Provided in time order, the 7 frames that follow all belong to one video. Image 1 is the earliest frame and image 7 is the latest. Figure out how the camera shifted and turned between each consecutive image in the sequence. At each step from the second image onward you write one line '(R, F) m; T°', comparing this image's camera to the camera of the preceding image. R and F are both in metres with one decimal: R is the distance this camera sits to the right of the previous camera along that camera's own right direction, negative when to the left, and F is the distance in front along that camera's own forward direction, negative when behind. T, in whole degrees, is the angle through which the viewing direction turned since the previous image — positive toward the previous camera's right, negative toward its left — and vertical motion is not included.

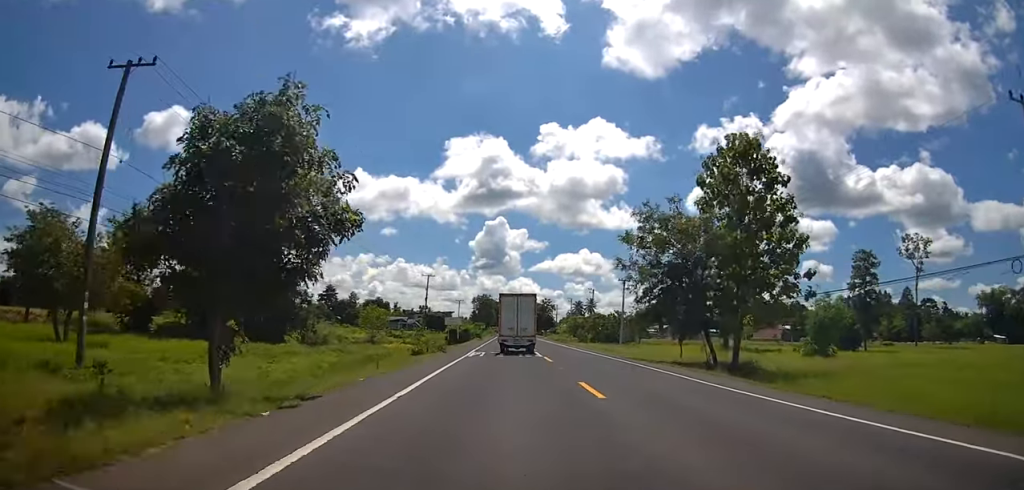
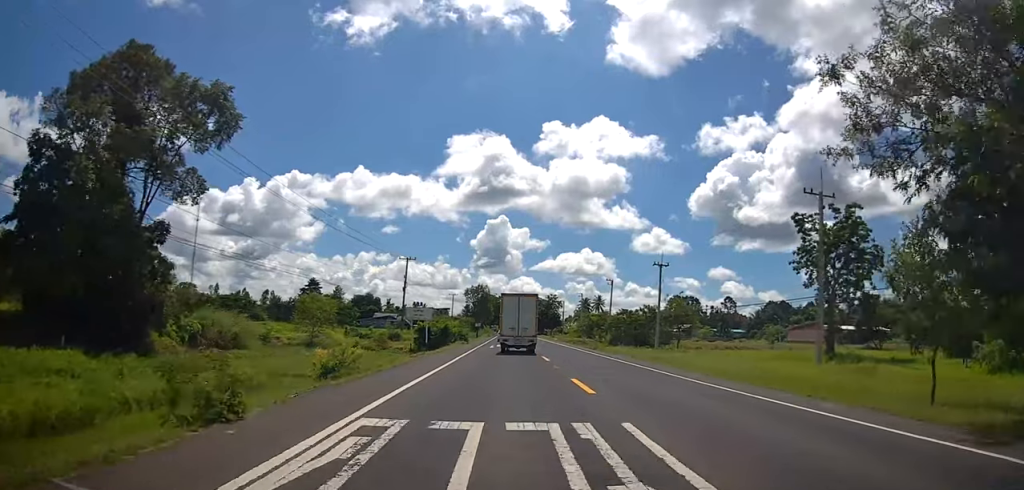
(-0.7, +23.2) m; -1°
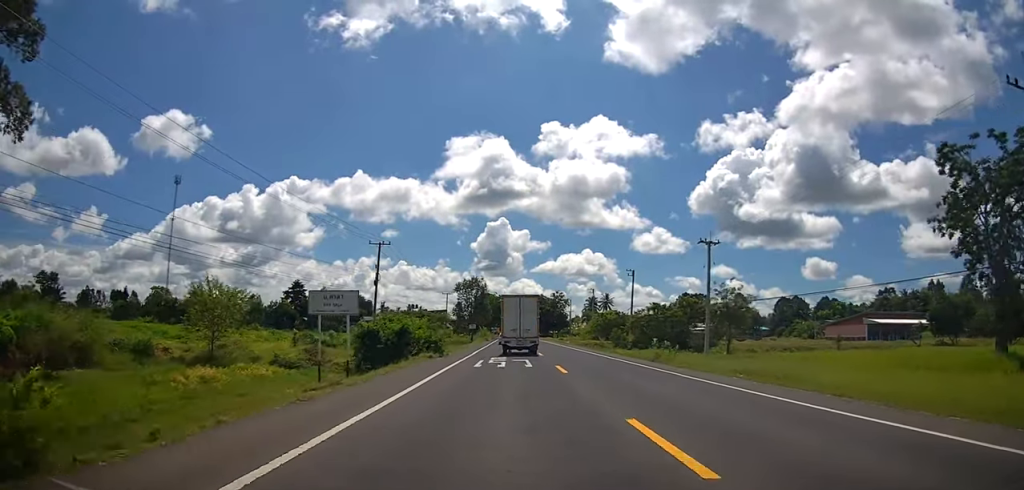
(+0.3, +18.5) m; +2°
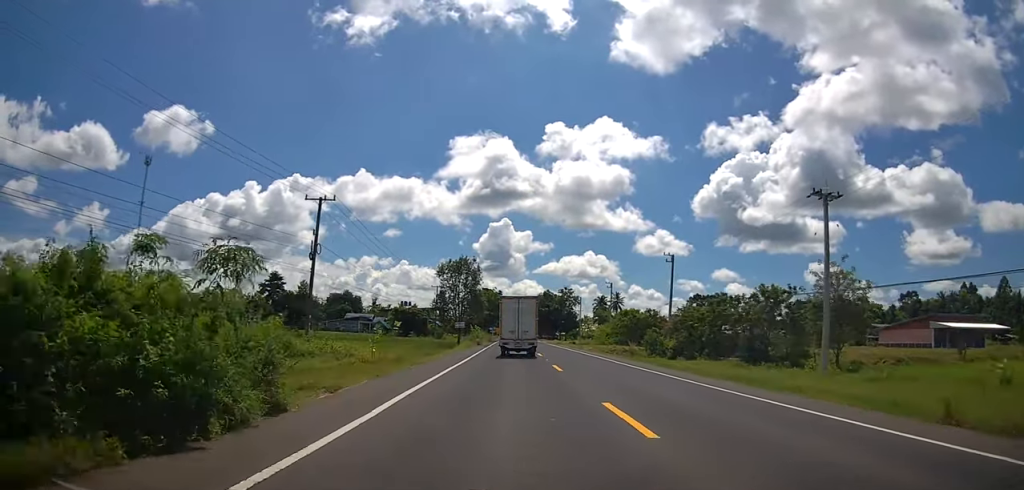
(+0.3, +22.1) m; -1°
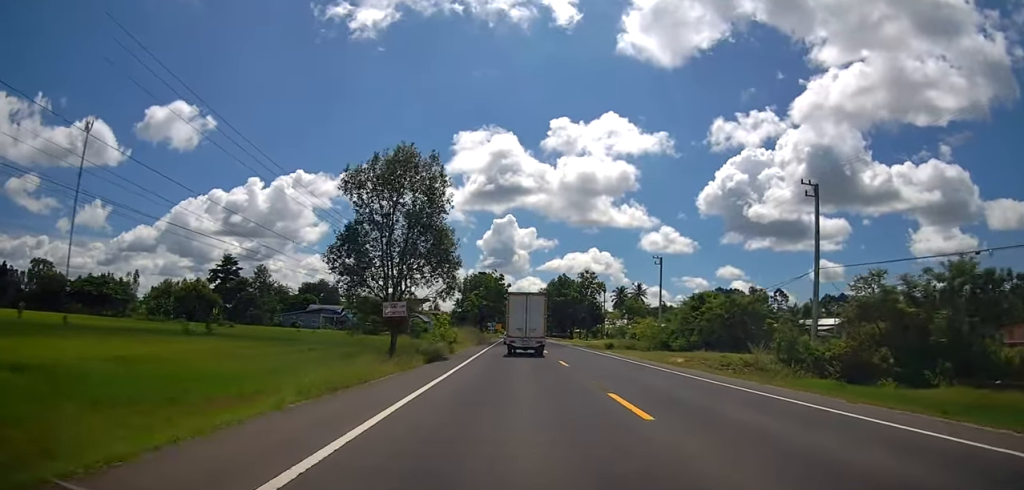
(-0.5, +34.5) m; 0°
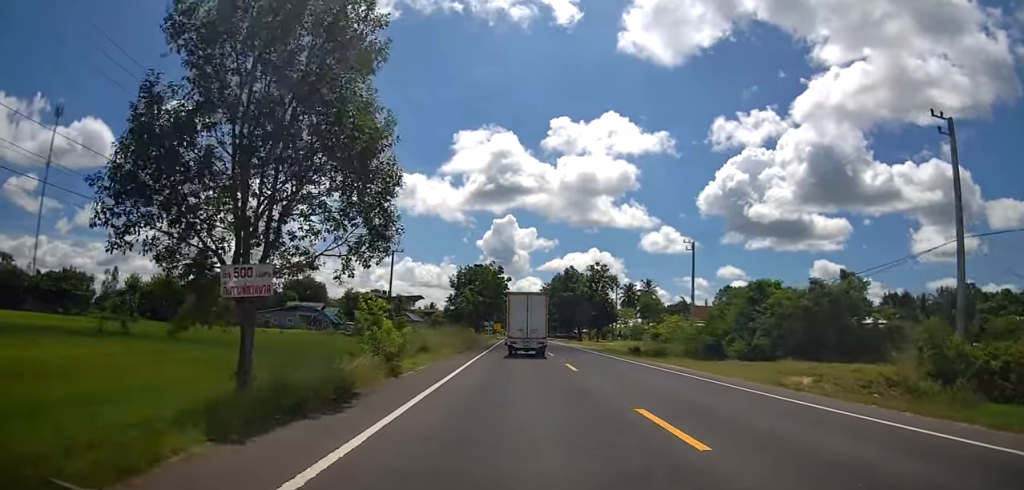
(+0.3, +14.2) m; 0°
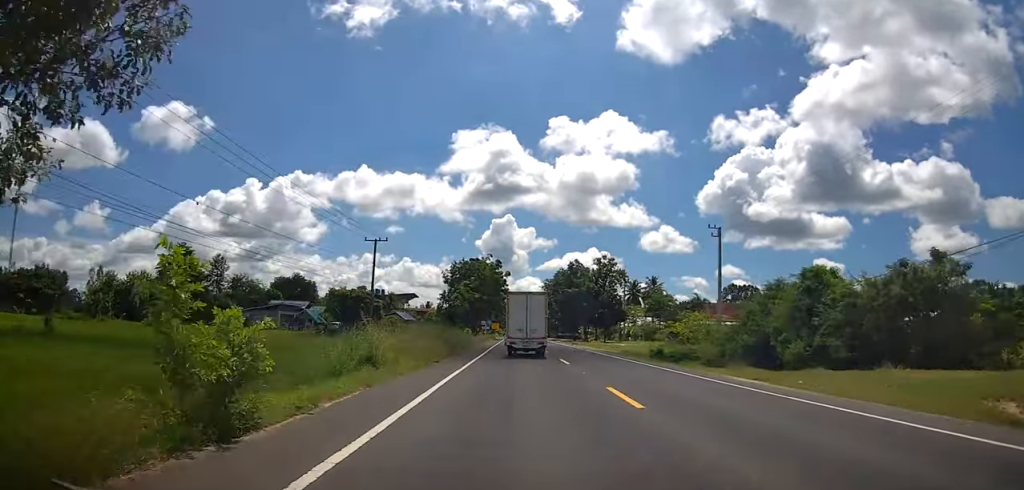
(-0.3, +8.6) m; -1°
